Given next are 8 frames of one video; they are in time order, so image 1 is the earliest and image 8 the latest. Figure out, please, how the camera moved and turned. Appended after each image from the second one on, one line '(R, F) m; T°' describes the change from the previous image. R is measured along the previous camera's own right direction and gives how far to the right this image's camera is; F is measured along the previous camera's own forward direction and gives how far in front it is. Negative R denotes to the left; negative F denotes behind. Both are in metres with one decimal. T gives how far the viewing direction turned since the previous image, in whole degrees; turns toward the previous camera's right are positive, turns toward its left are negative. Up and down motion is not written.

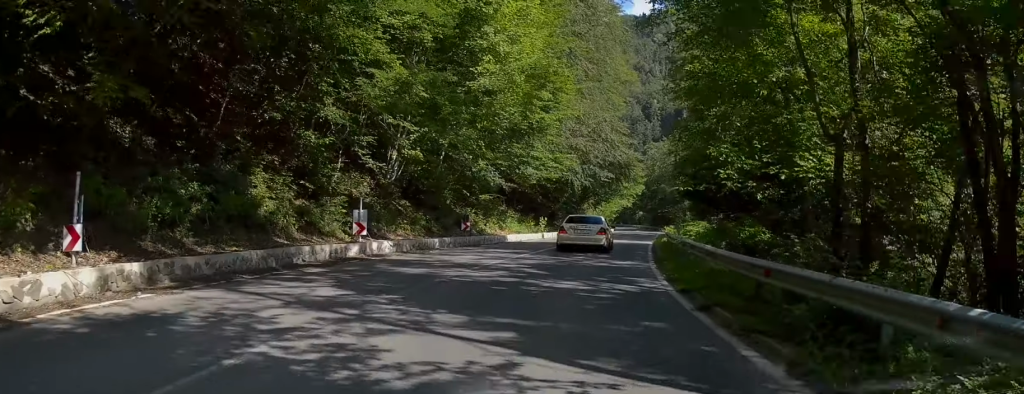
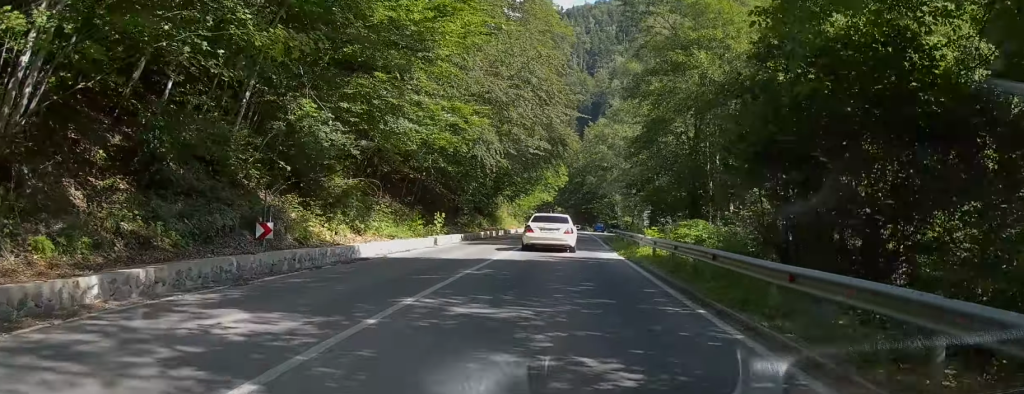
(+1.2, +16.7) m; +8°
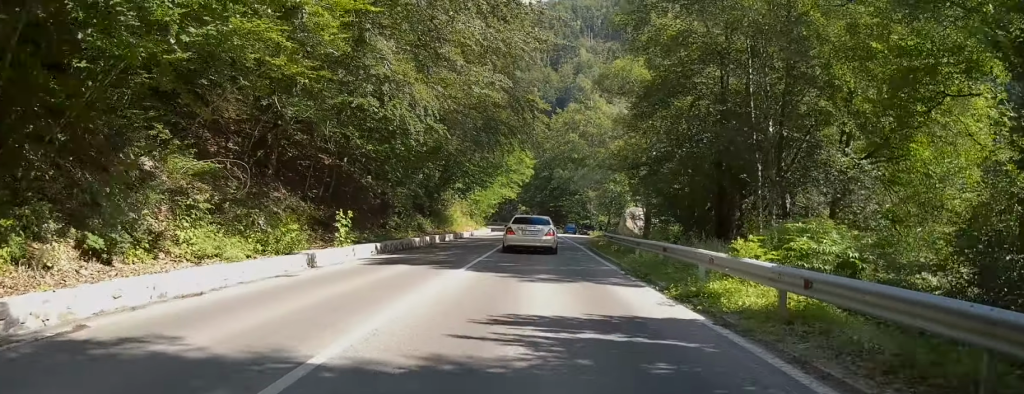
(+0.6, +12.8) m; +4°
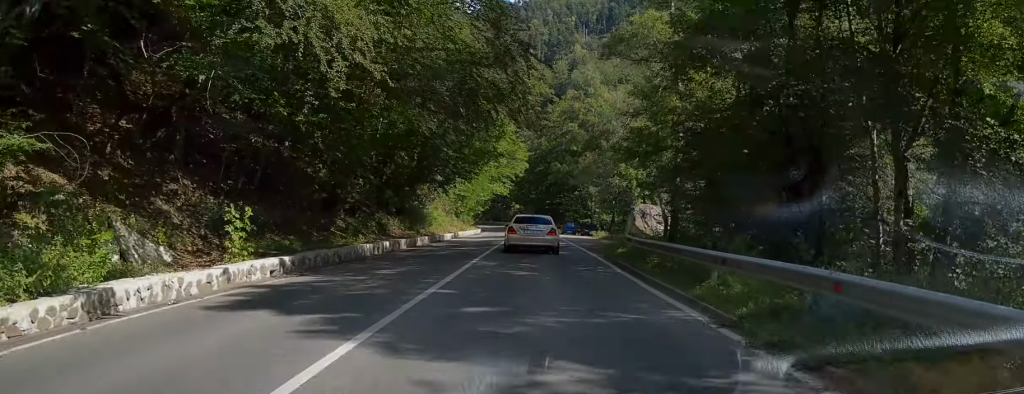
(+0.2, +8.7) m; +1°
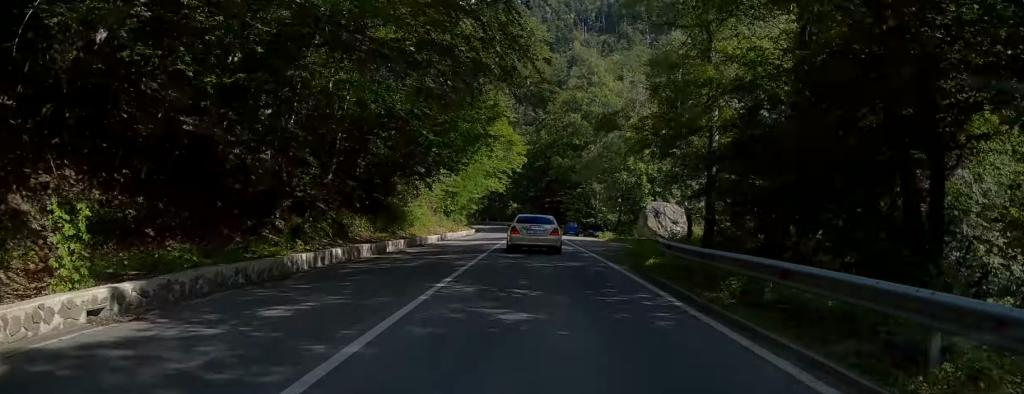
(+0.1, +6.4) m; 0°
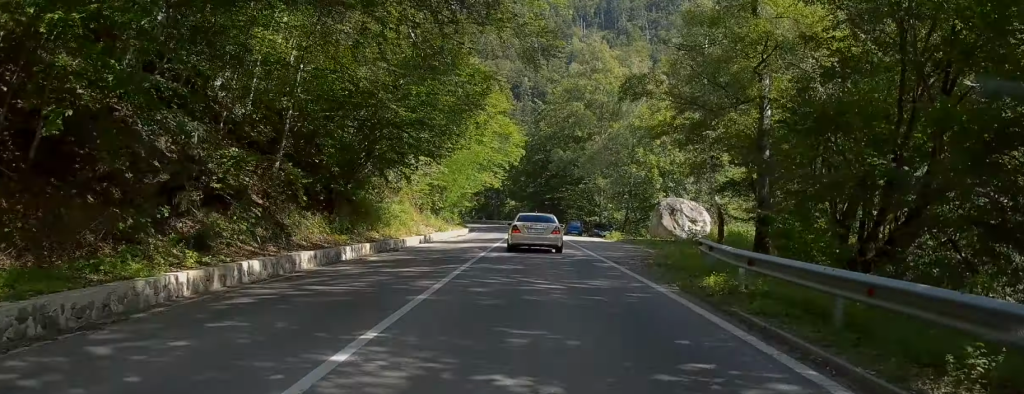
(-0.1, +6.0) m; 0°
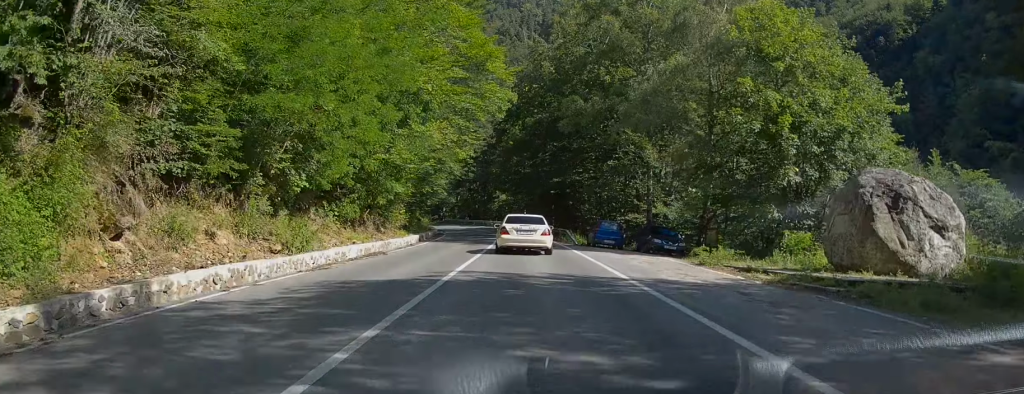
(0.0, +28.1) m; +1°
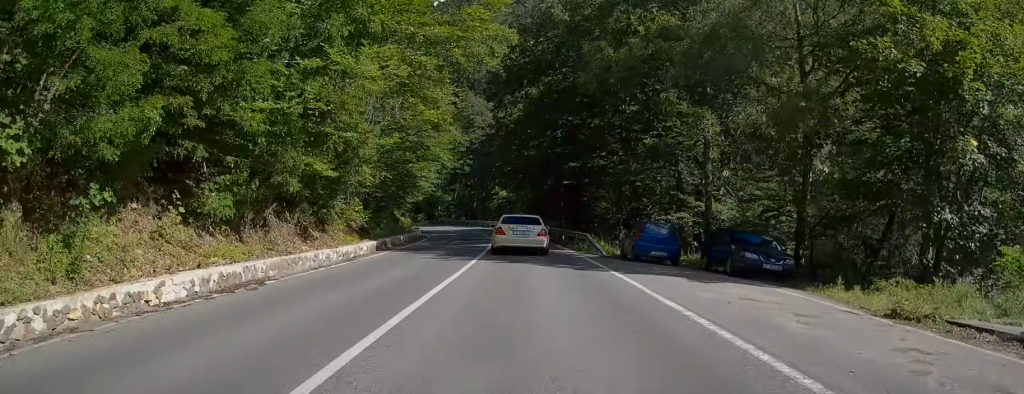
(+0.1, +11.6) m; -1°
